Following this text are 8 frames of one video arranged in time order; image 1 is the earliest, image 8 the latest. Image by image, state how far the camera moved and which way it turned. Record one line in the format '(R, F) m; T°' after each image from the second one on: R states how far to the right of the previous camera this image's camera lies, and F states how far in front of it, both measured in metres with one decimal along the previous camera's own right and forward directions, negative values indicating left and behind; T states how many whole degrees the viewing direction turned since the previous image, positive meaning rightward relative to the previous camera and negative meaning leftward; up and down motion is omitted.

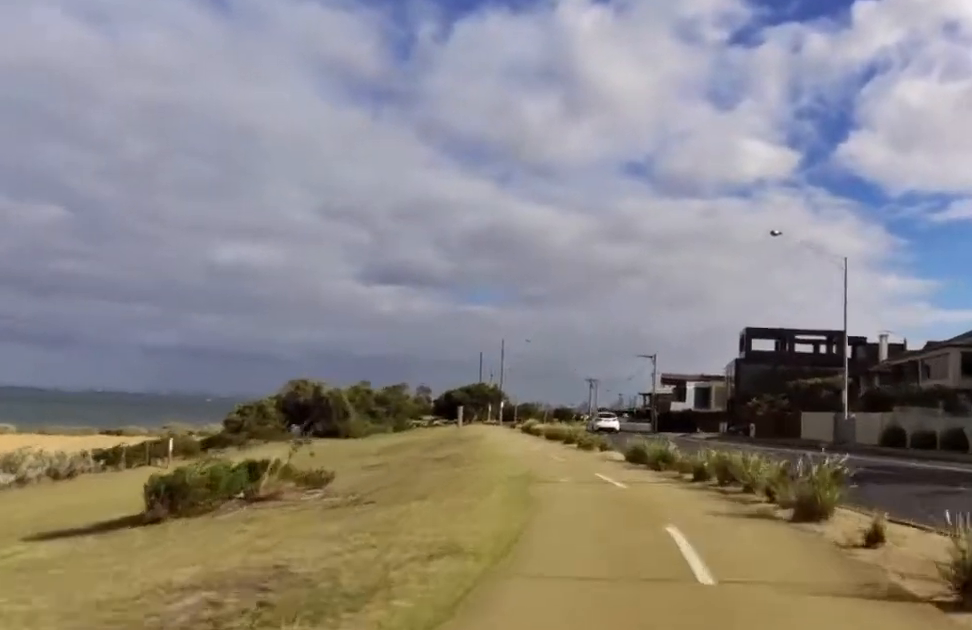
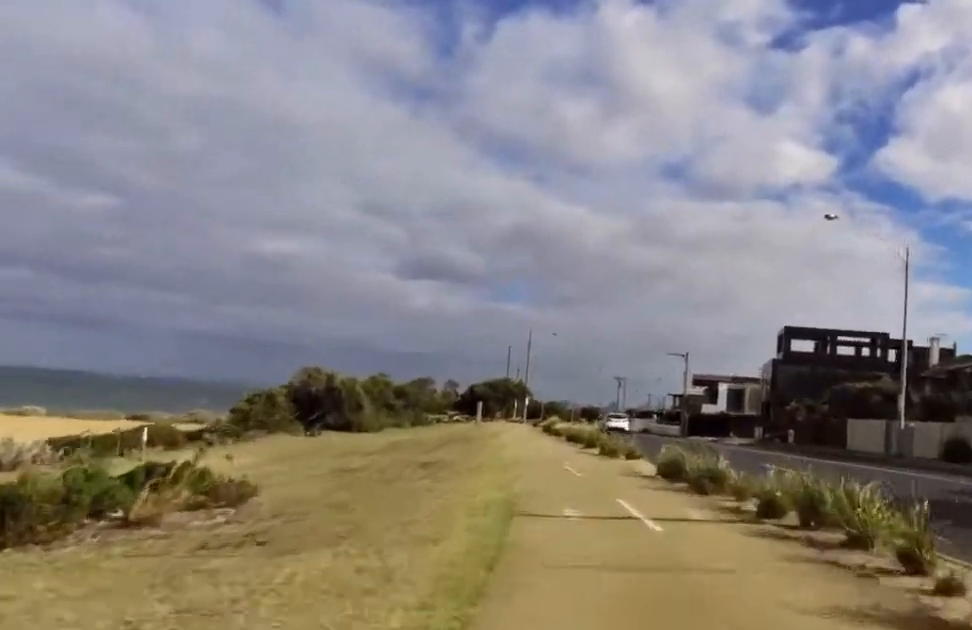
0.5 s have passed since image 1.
(0.0, +3.9) m; -4°
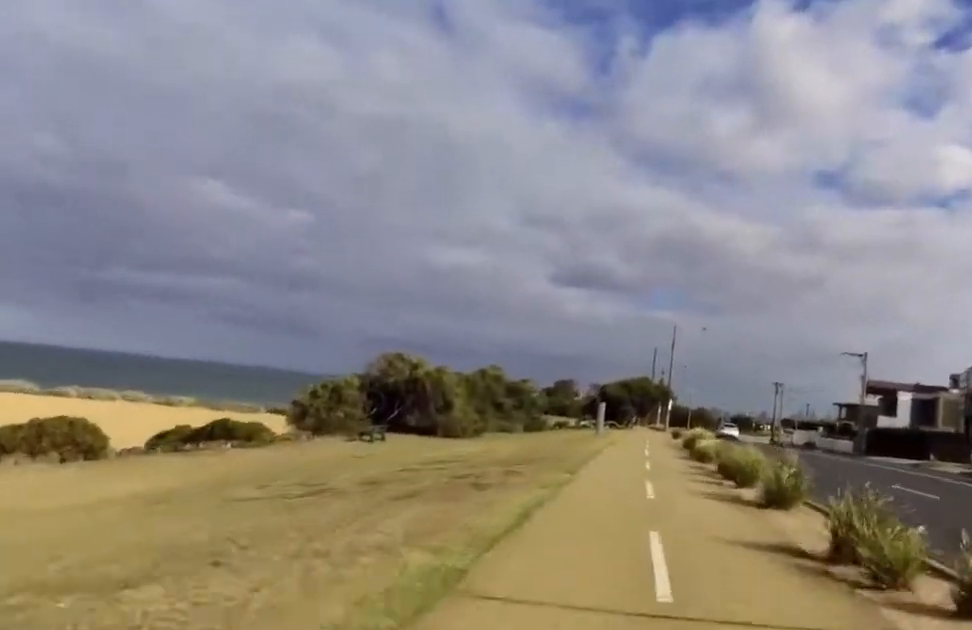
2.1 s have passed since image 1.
(-2.7, +13.7) m; -12°
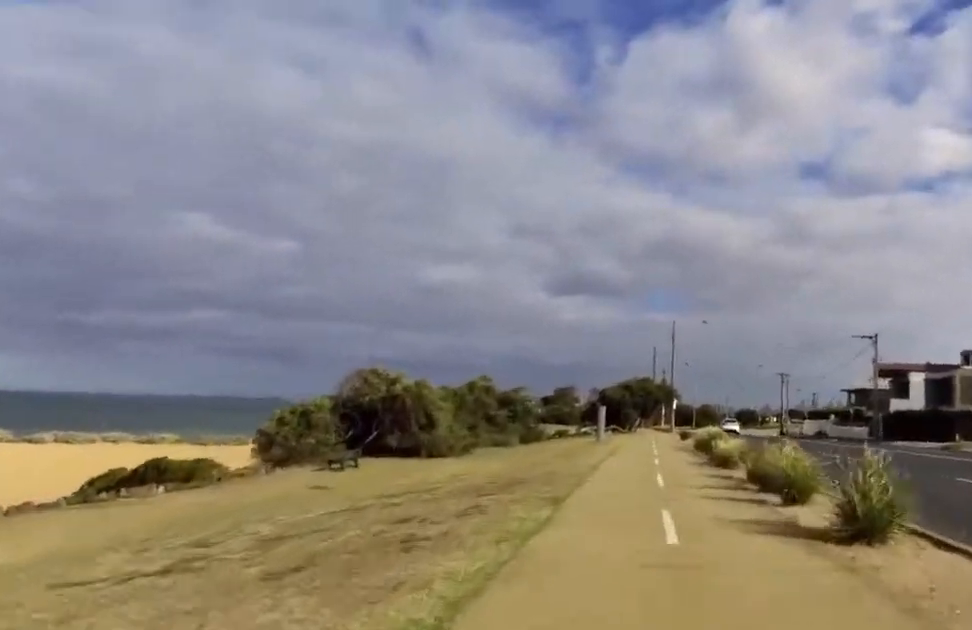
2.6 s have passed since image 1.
(+0.1, +3.6) m; 0°
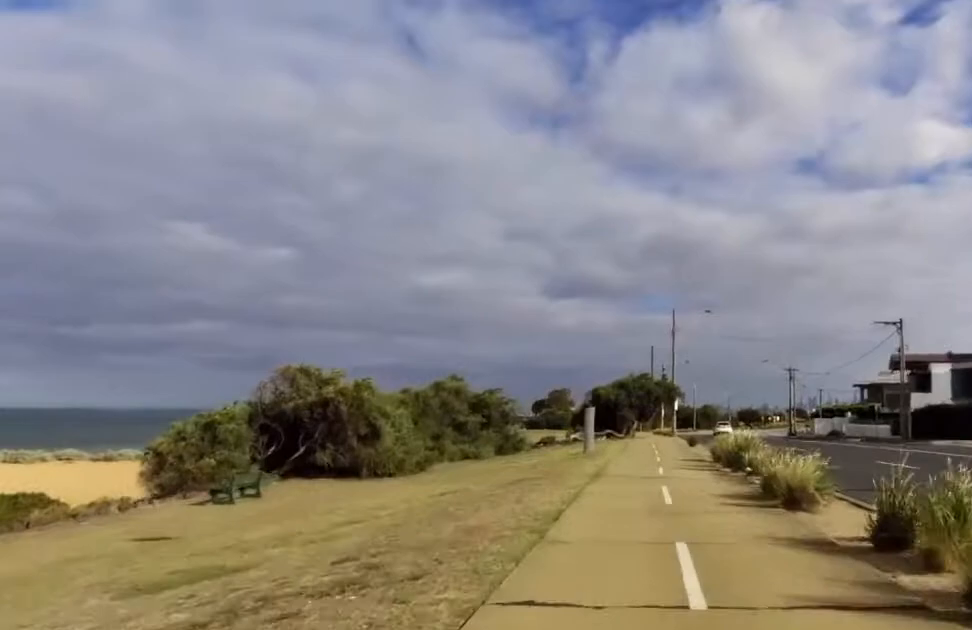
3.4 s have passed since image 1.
(+0.2, +7.2) m; -1°
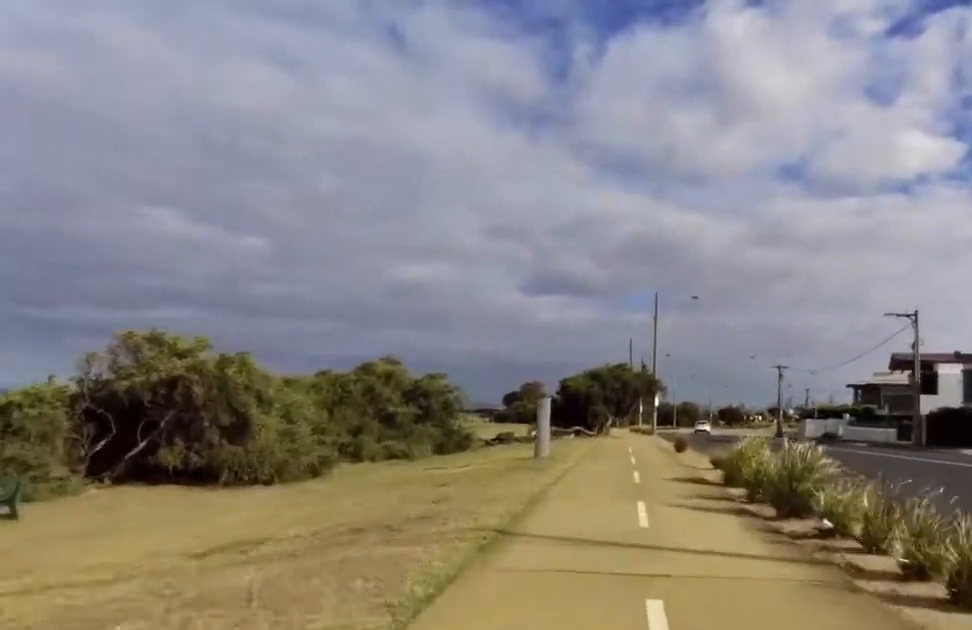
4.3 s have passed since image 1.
(-0.3, +7.7) m; -6°
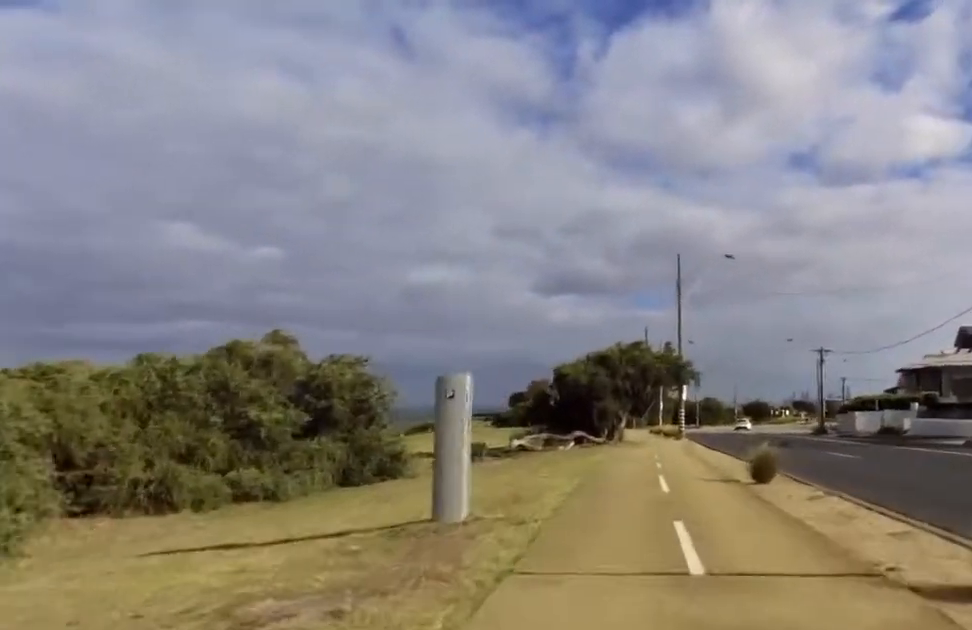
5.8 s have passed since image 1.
(0.0, +12.1) m; +4°
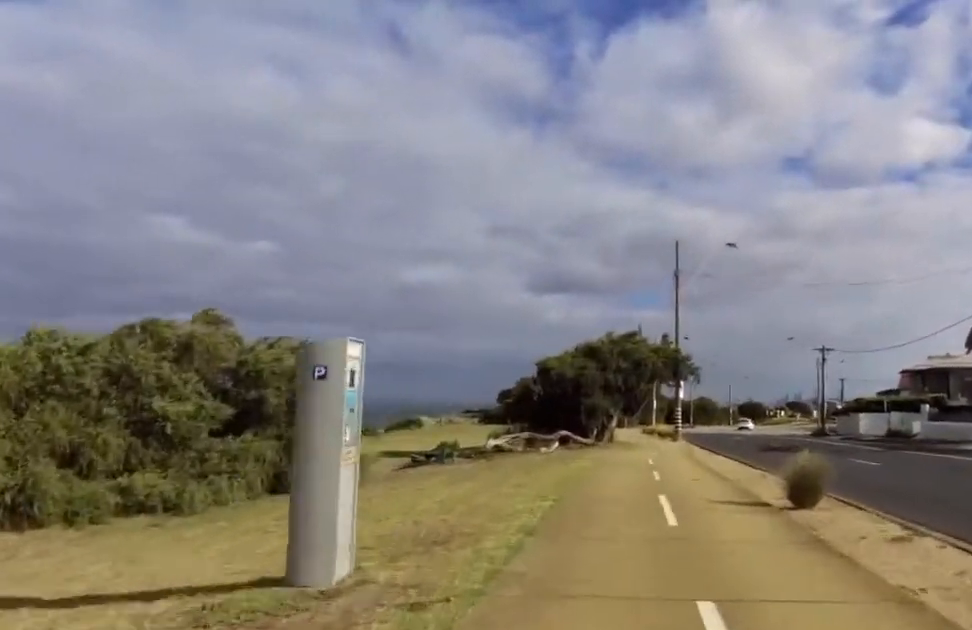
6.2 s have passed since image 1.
(+0.2, +3.3) m; +2°
